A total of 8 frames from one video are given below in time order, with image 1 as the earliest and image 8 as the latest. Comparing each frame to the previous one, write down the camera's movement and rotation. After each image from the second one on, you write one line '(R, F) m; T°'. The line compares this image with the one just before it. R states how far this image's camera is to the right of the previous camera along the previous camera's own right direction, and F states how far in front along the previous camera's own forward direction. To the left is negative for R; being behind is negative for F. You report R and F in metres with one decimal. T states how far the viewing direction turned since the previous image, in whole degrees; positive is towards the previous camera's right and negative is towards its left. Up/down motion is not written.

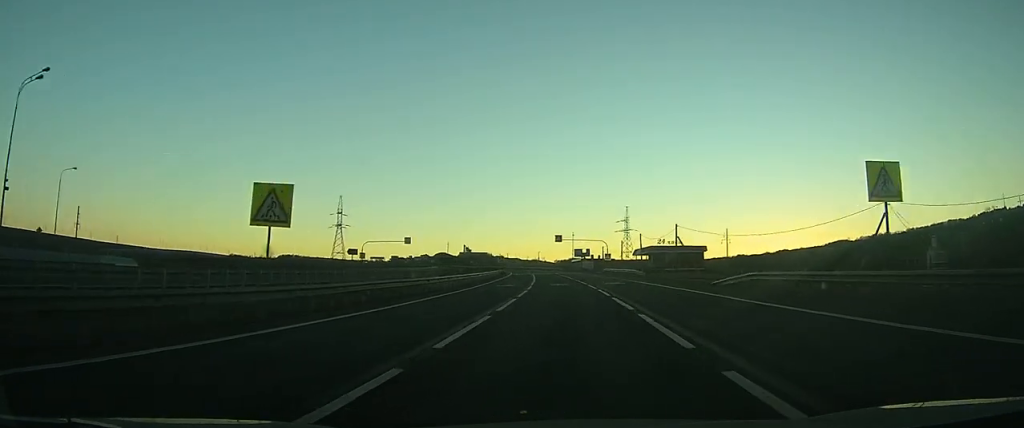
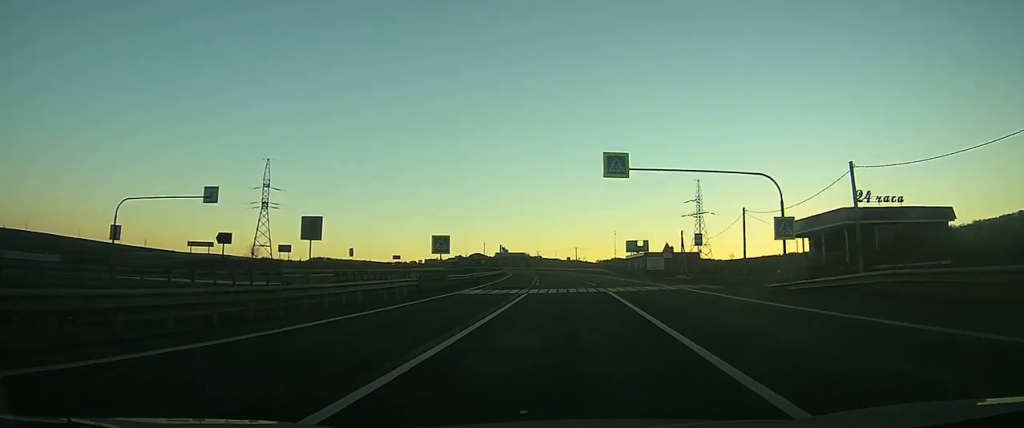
(-2.5, +68.0) m; -4°
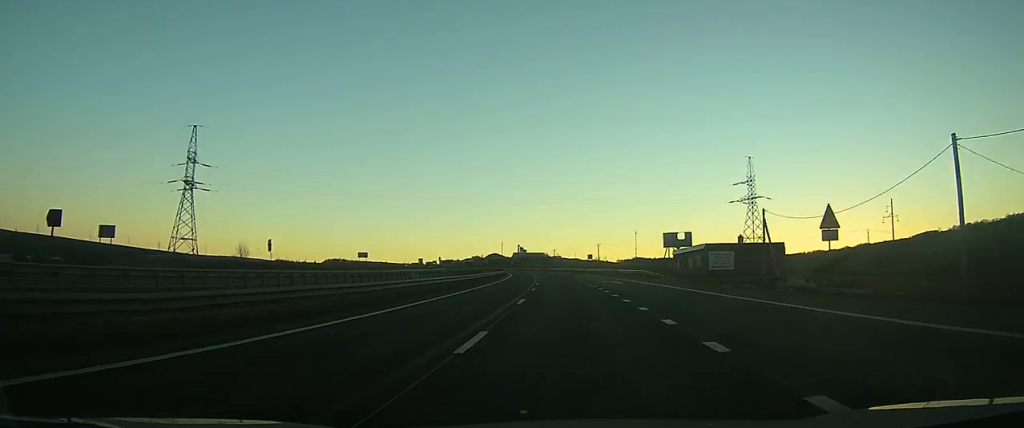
(-0.6, +32.4) m; -2°
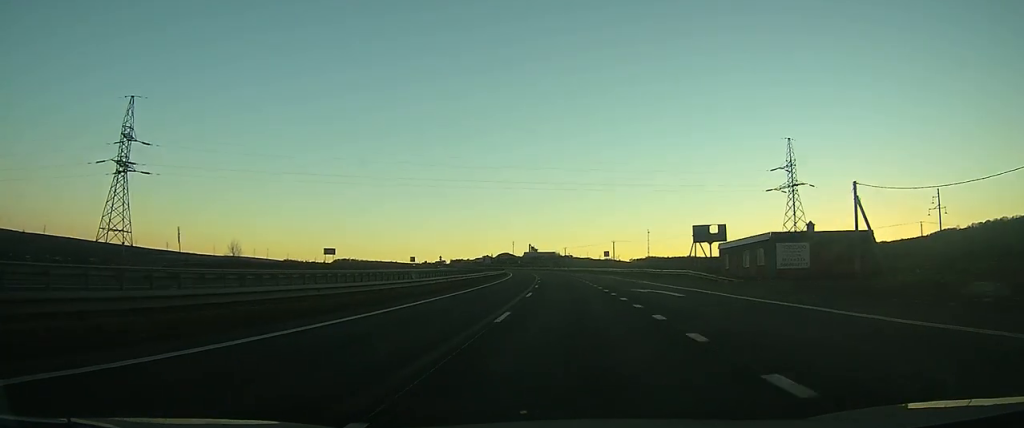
(-0.2, +19.8) m; -1°
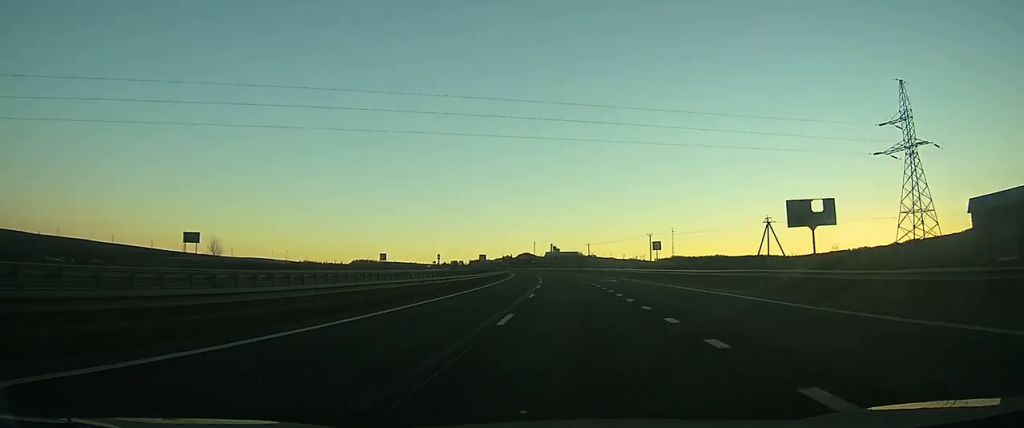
(-0.6, +38.2) m; -2°
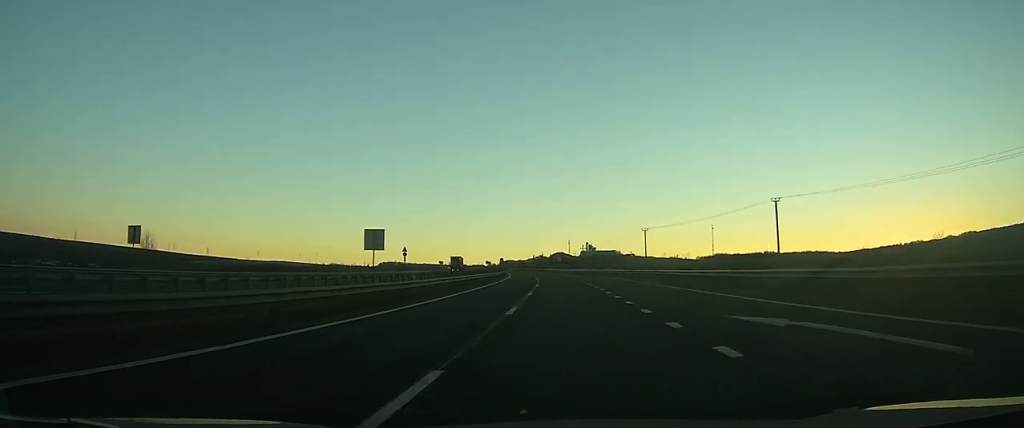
(-1.9, +69.6) m; -4°
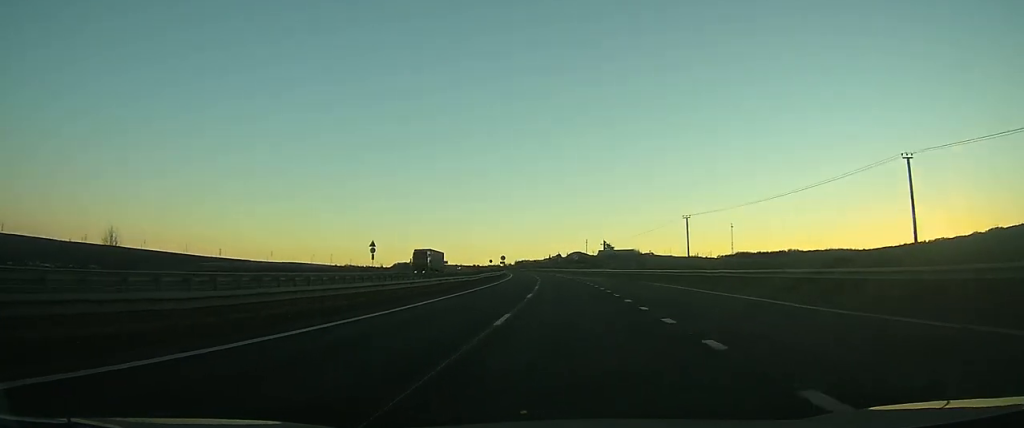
(-0.5, +26.3) m; -2°
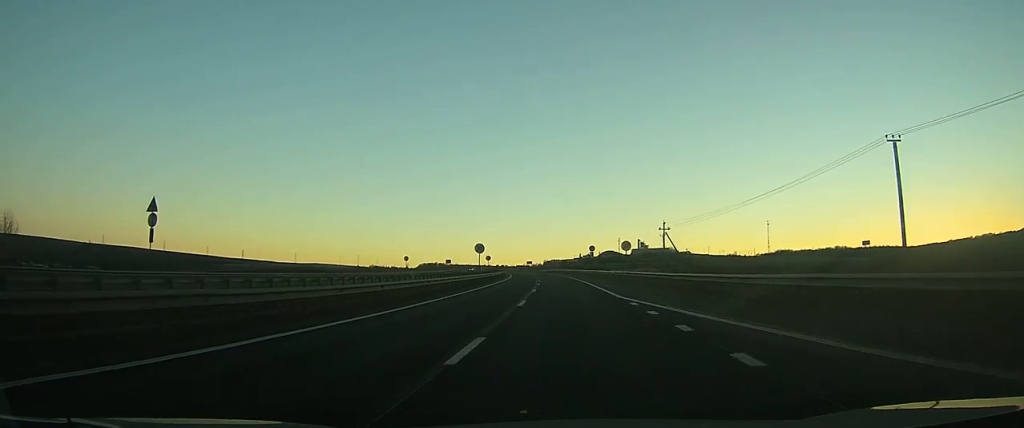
(-1.3, +51.2) m; -3°
